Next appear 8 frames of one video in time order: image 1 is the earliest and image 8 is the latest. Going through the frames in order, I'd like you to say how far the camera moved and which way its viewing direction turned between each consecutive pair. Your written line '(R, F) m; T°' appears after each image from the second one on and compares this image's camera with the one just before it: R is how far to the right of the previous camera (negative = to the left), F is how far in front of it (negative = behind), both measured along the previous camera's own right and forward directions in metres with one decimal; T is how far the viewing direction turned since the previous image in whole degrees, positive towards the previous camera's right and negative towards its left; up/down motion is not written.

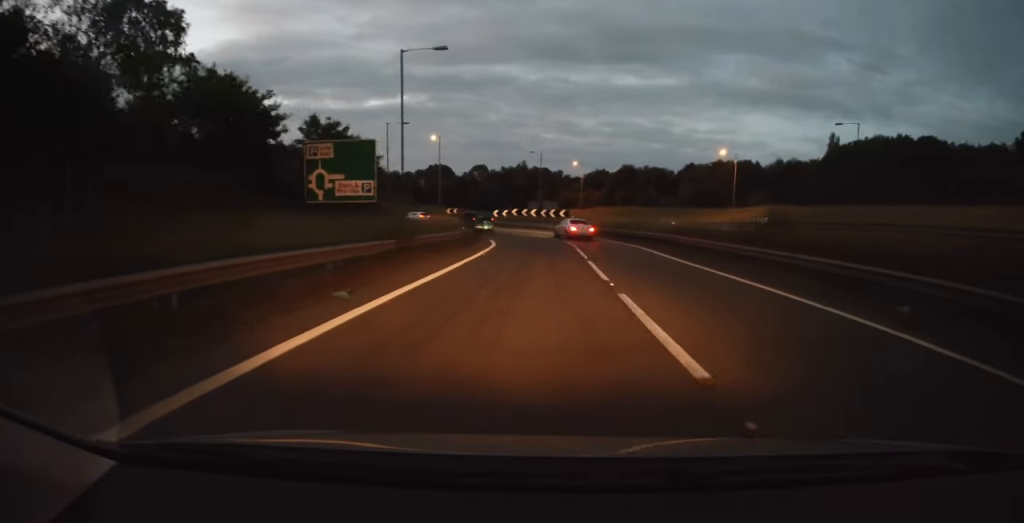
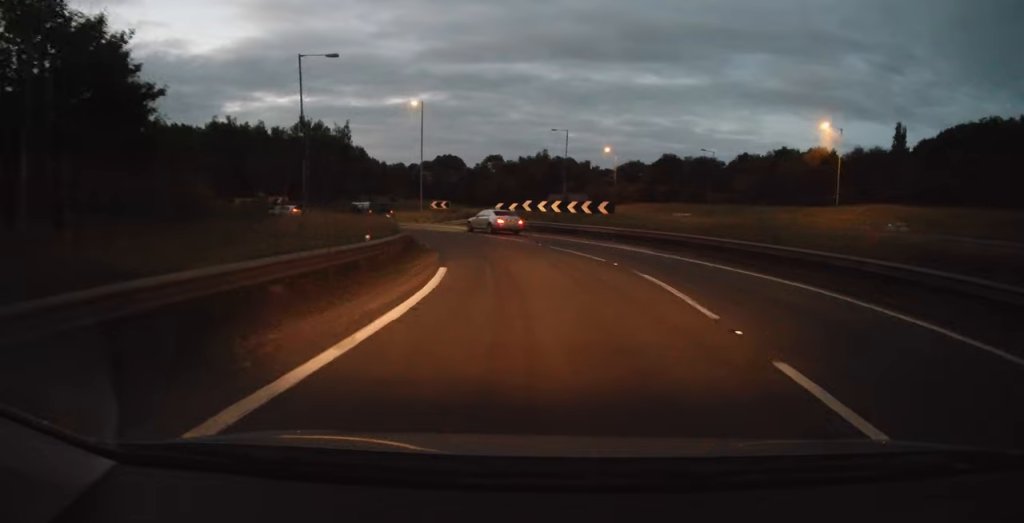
(+0.1, +22.6) m; -5°
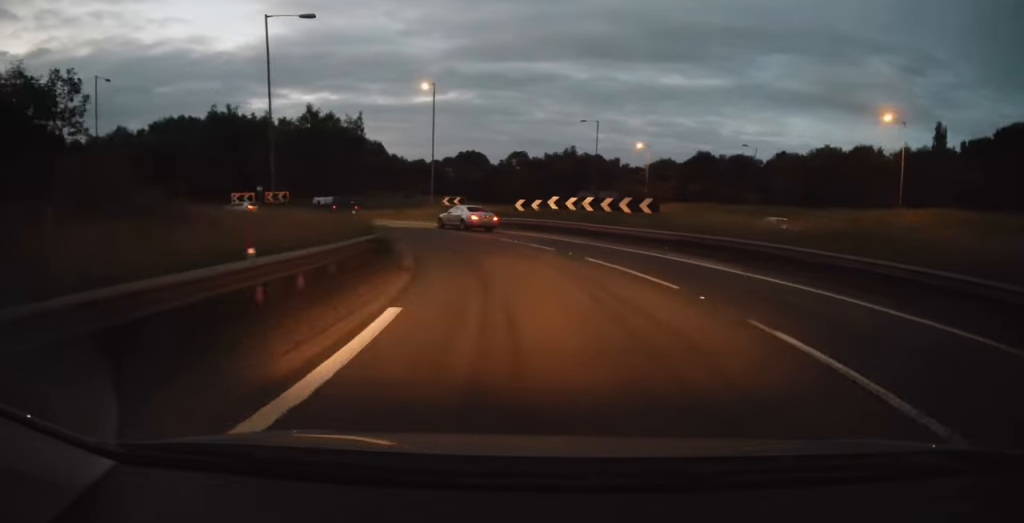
(+0.1, +6.8) m; -4°
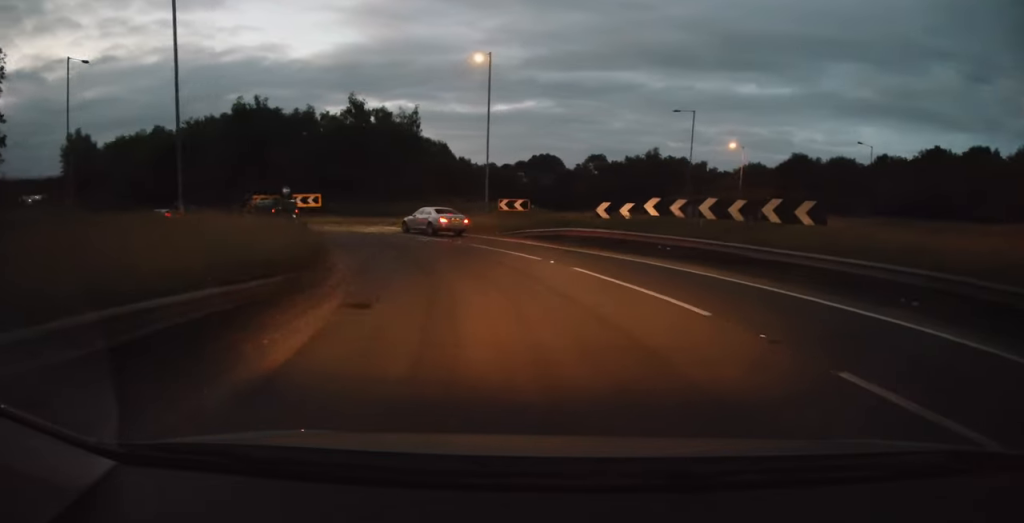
(-1.5, +11.5) m; -8°
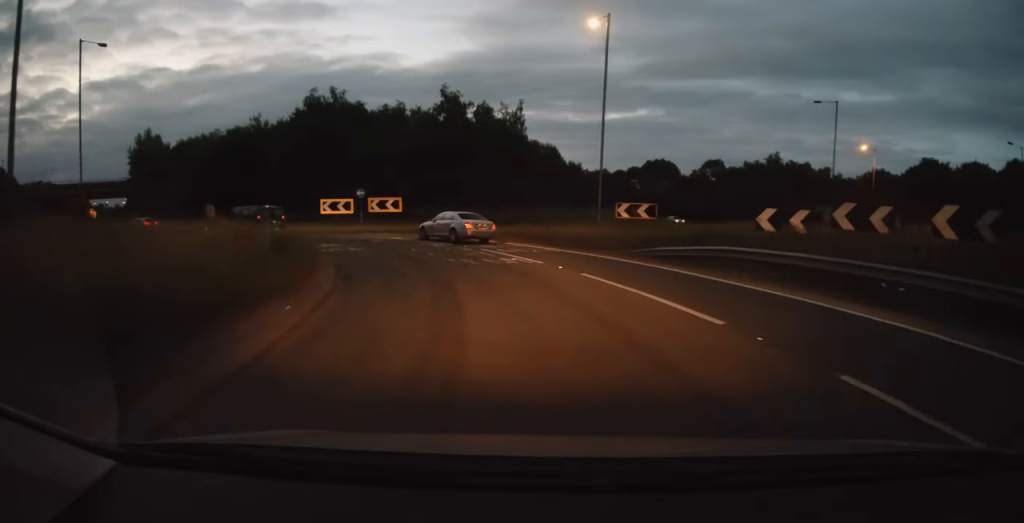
(-0.1, +8.6) m; 0°
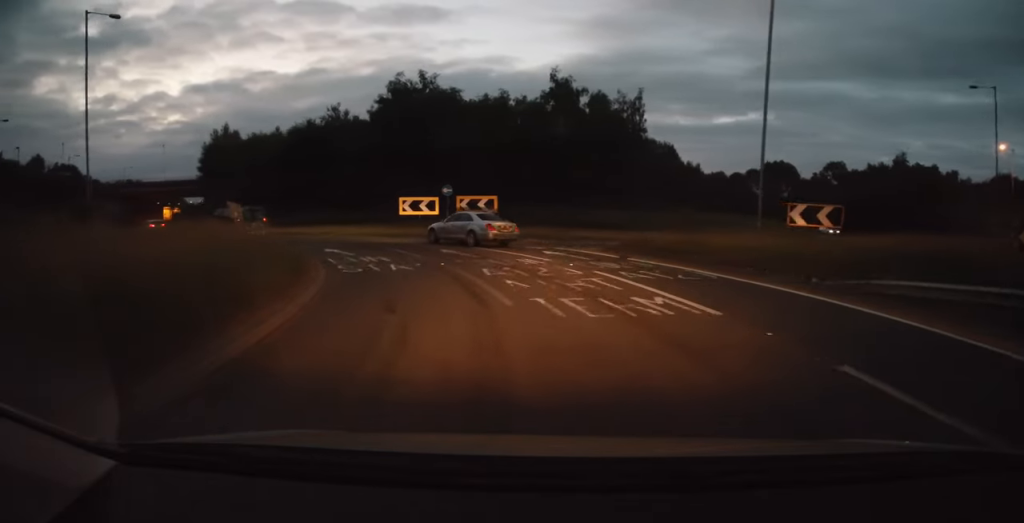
(0.0, +7.8) m; -6°
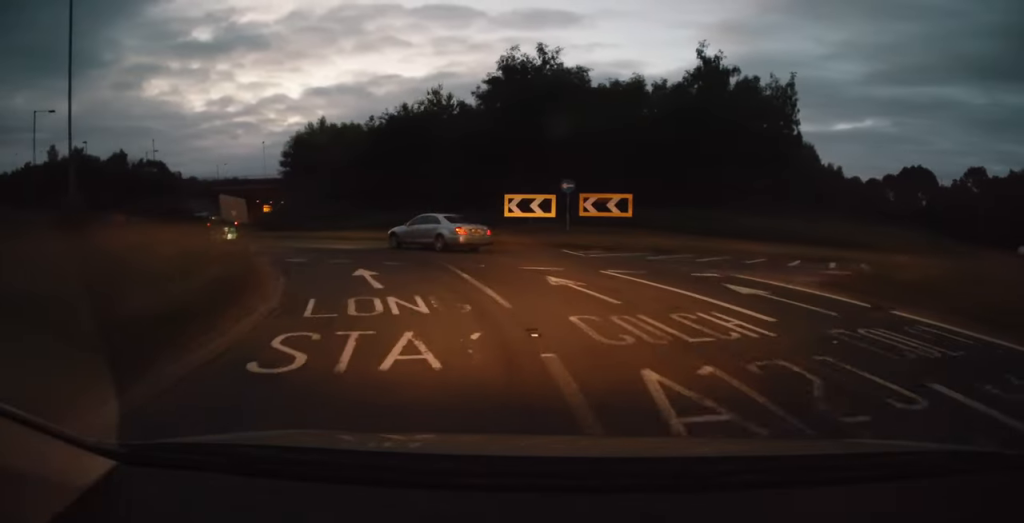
(-1.1, +8.8) m; -20°
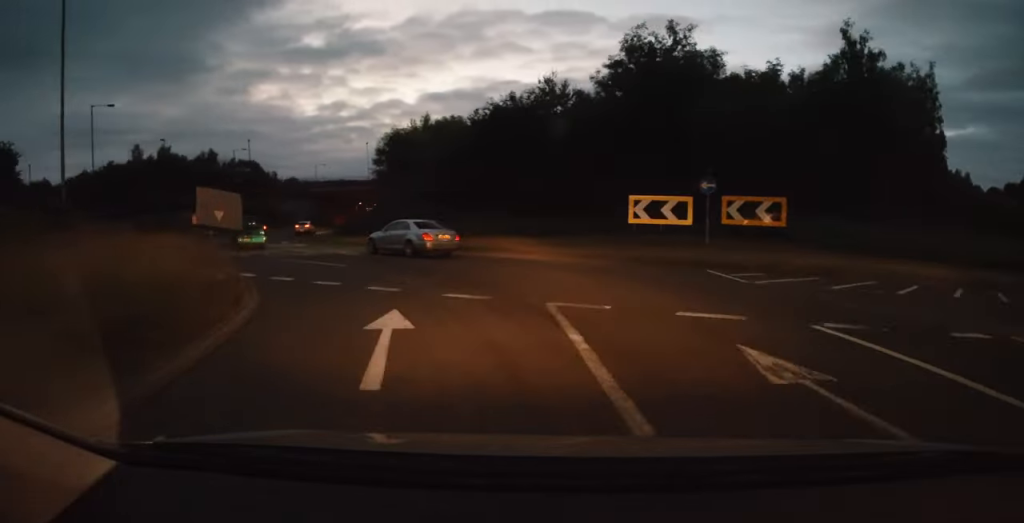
(-1.1, +6.1) m; -18°
